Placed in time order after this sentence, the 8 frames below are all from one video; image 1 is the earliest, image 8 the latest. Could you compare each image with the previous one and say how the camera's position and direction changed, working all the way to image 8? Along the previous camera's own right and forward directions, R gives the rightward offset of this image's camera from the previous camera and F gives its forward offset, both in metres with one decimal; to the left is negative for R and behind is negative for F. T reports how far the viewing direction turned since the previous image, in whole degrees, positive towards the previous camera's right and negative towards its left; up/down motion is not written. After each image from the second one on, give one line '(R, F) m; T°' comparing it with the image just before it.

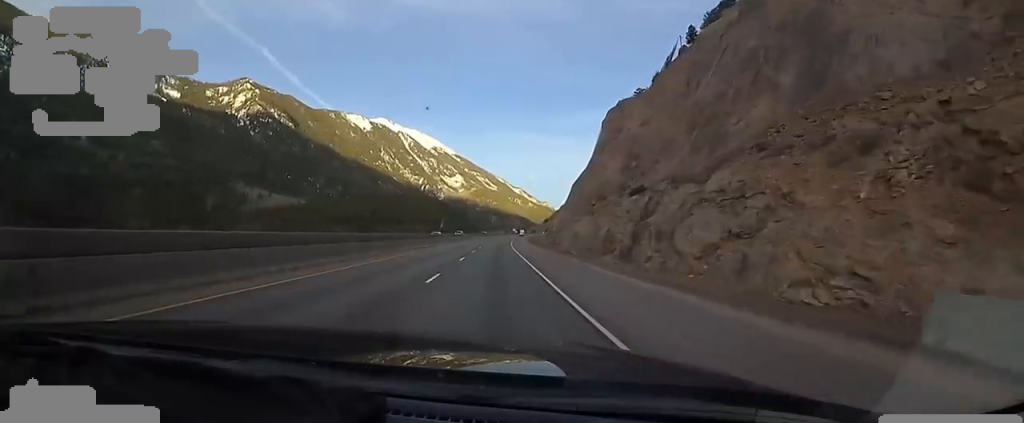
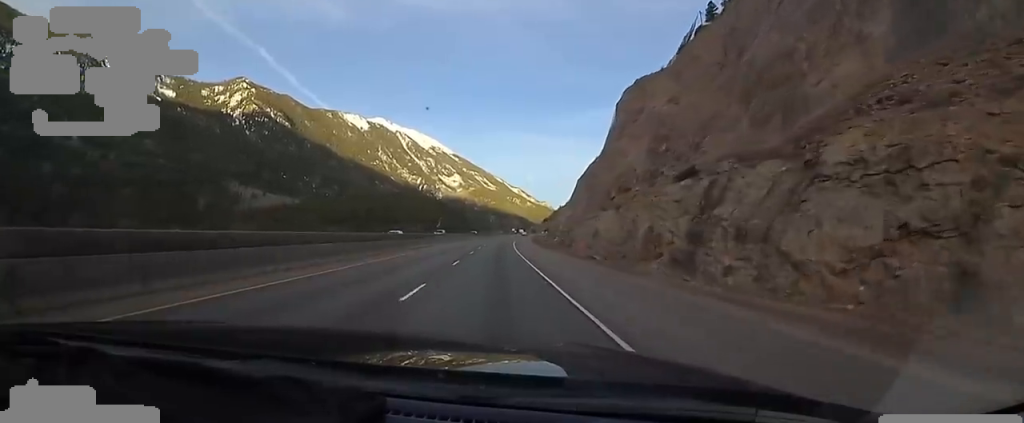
(+0.3, +15.5) m; +1°
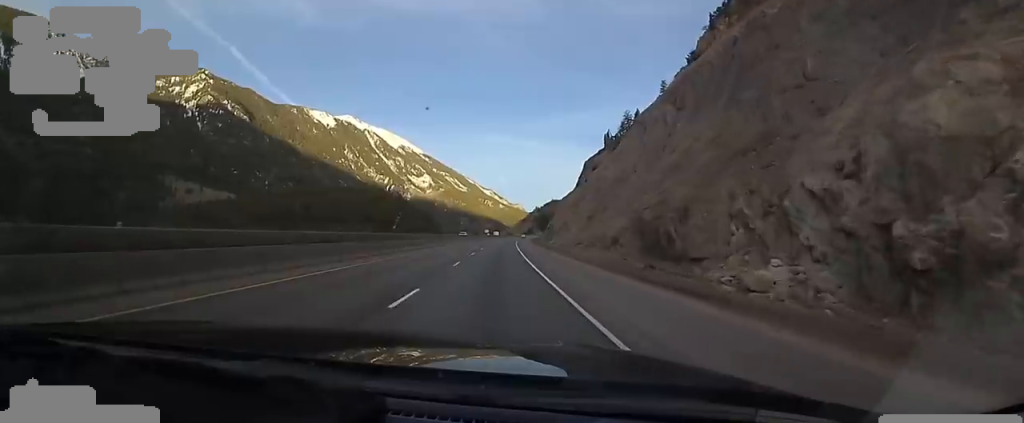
(-0.2, +96.5) m; +1°
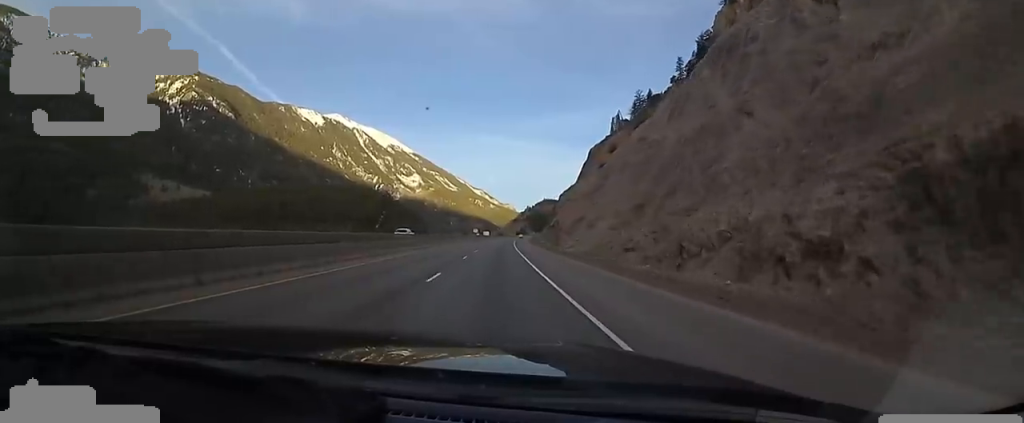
(+0.3, +30.8) m; +2°
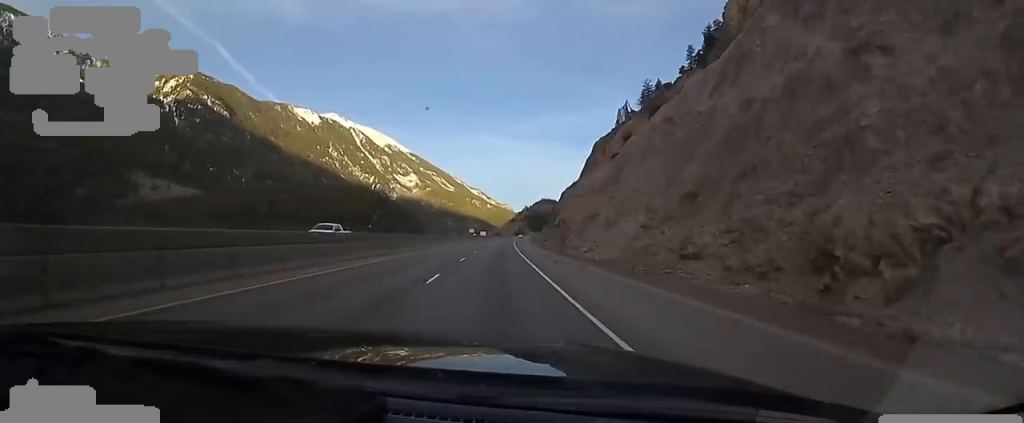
(+0.8, +13.3) m; 0°
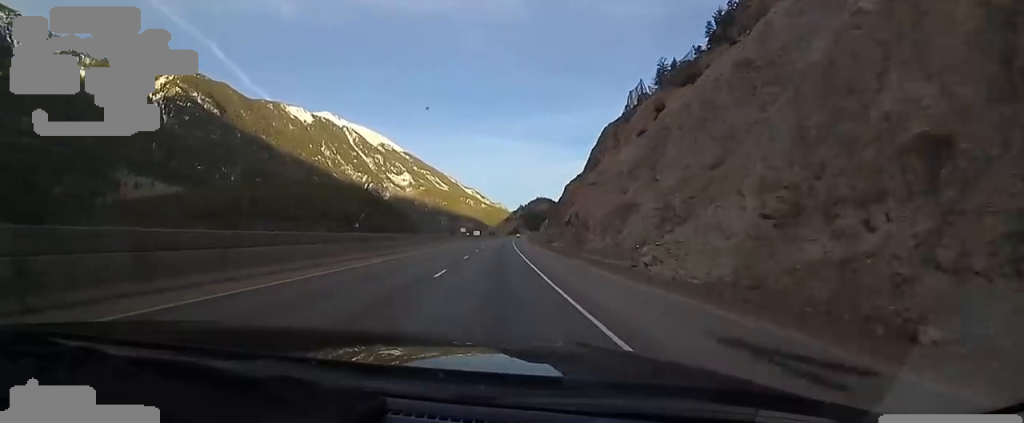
(-0.4, +21.4) m; 0°
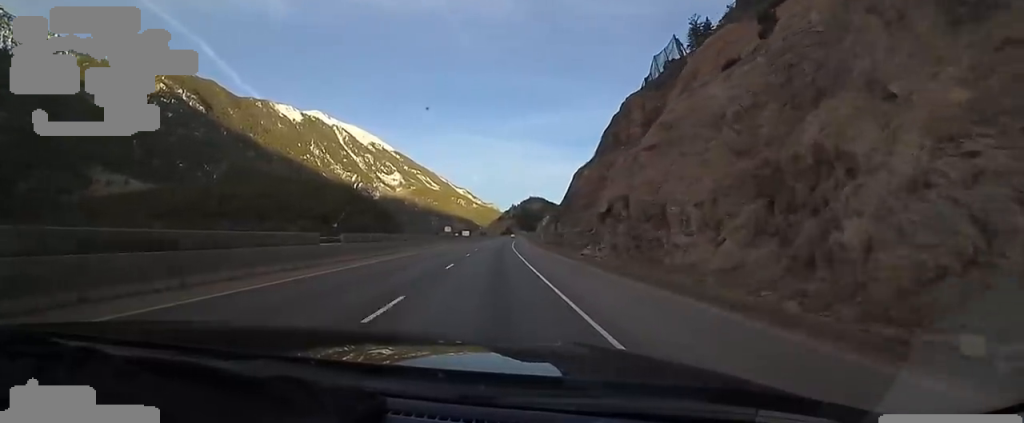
(-0.1, +31.6) m; +1°
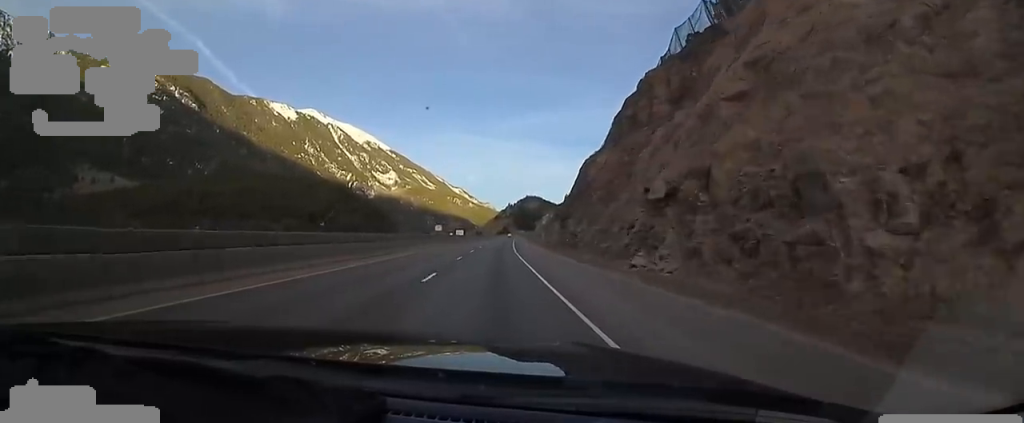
(+0.5, +17.3) m; +1°
